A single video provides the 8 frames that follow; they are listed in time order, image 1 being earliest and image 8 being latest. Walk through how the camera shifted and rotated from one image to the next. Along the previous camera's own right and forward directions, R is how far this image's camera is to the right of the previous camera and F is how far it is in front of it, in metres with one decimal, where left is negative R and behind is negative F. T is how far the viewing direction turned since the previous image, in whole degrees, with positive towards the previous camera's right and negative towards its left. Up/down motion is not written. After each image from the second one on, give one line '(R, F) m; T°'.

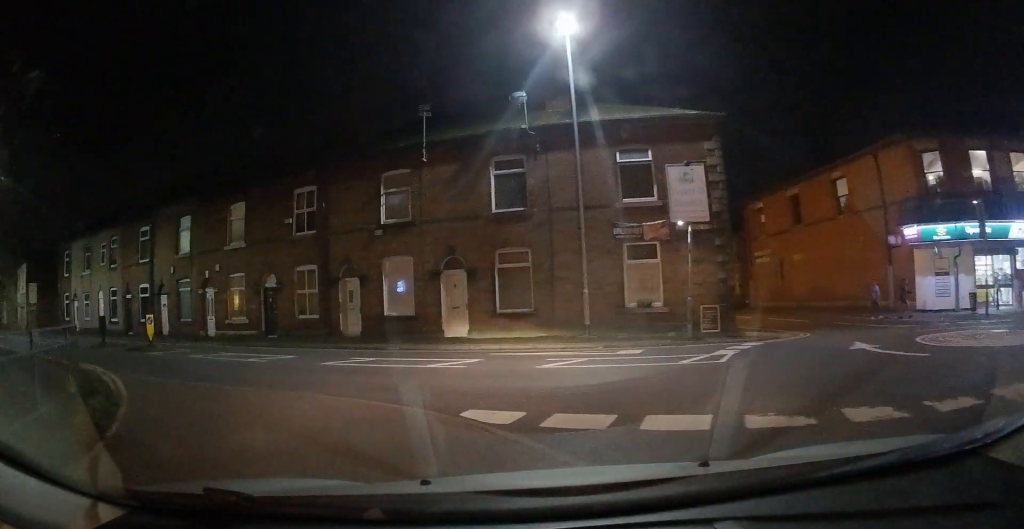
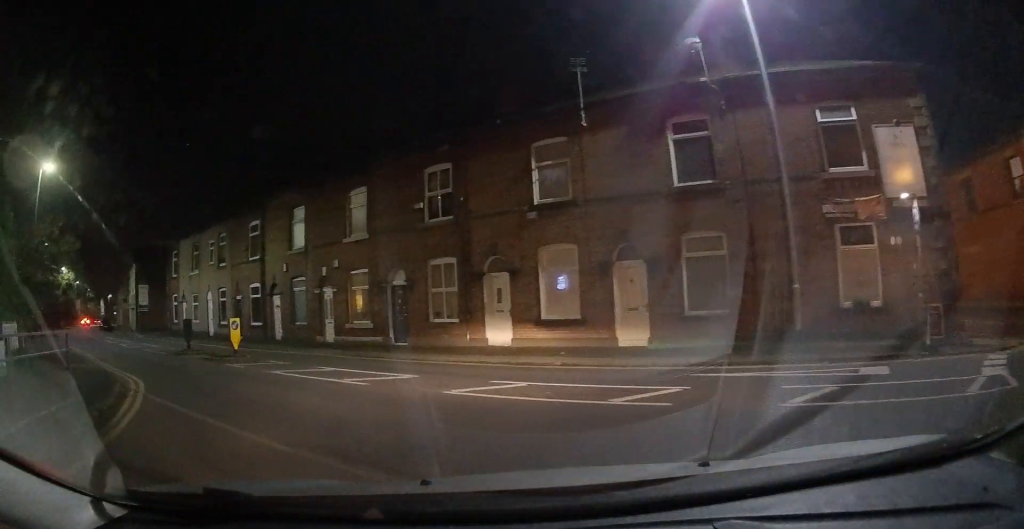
(-1.1, +3.7) m; -25°
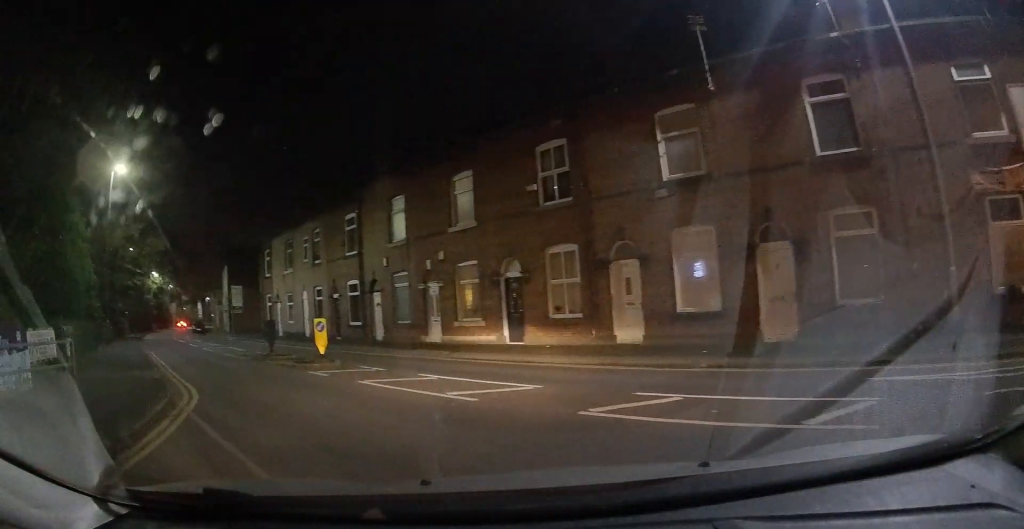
(-0.2, +1.9) m; -7°
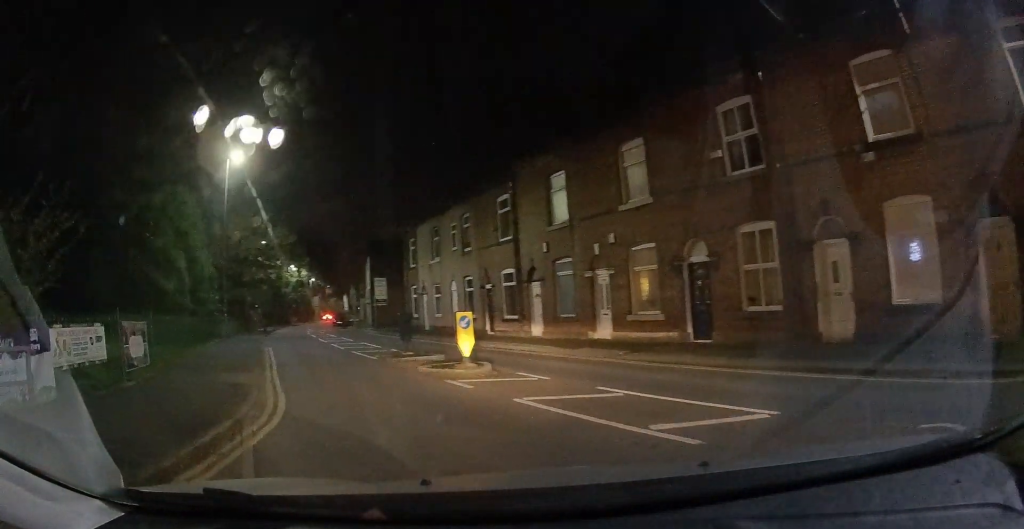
(-0.2, +2.7) m; -9°
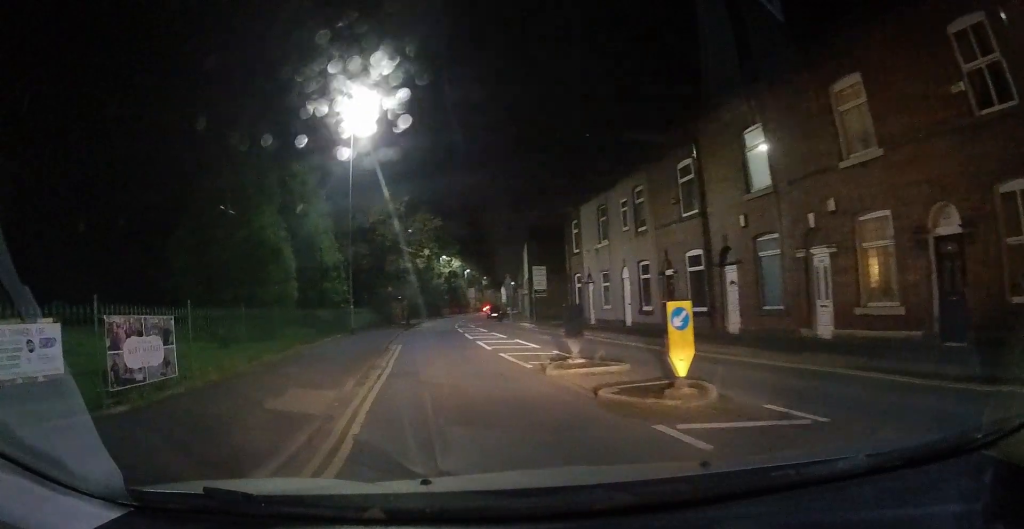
(-0.3, +3.9) m; -12°
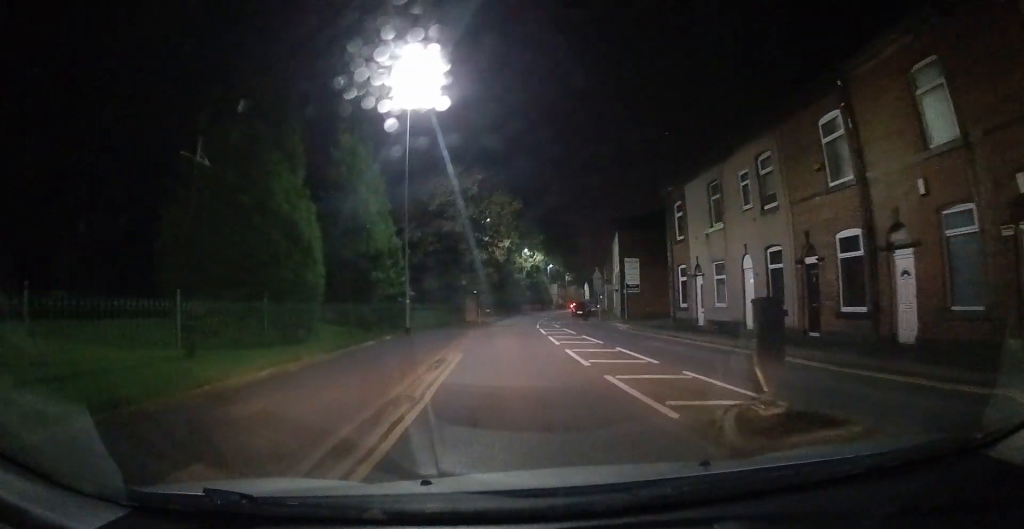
(-0.5, +4.6) m; -11°
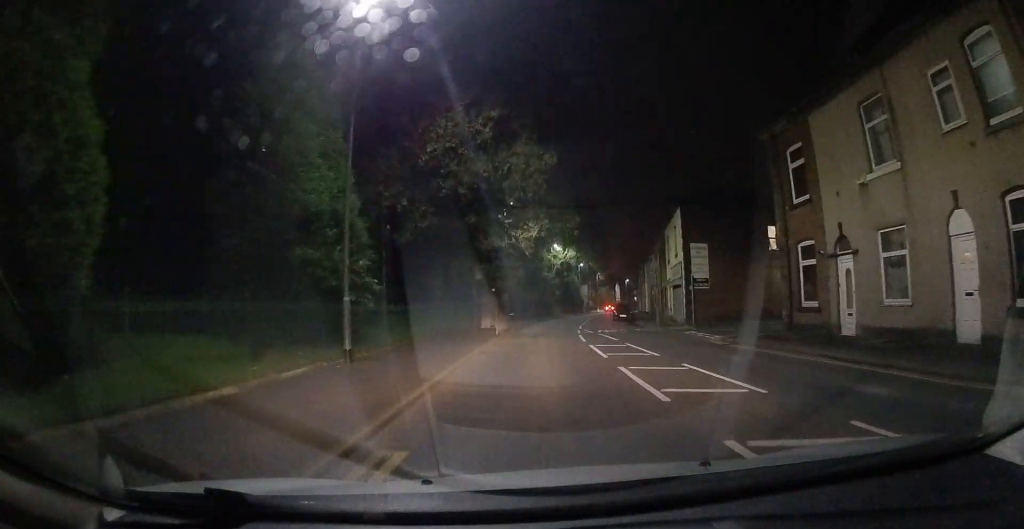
(-0.8, +9.3) m; -5°
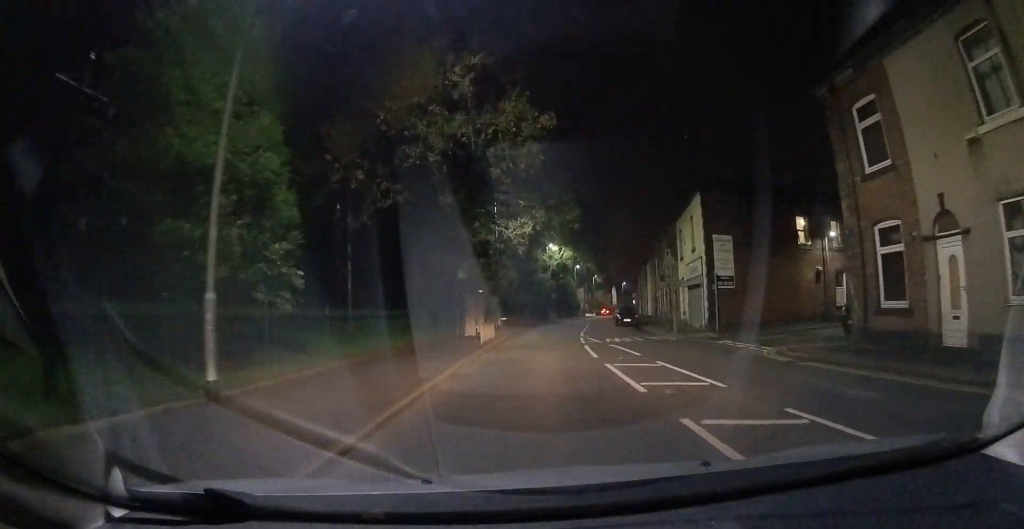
(-0.1, +4.2) m; 0°
